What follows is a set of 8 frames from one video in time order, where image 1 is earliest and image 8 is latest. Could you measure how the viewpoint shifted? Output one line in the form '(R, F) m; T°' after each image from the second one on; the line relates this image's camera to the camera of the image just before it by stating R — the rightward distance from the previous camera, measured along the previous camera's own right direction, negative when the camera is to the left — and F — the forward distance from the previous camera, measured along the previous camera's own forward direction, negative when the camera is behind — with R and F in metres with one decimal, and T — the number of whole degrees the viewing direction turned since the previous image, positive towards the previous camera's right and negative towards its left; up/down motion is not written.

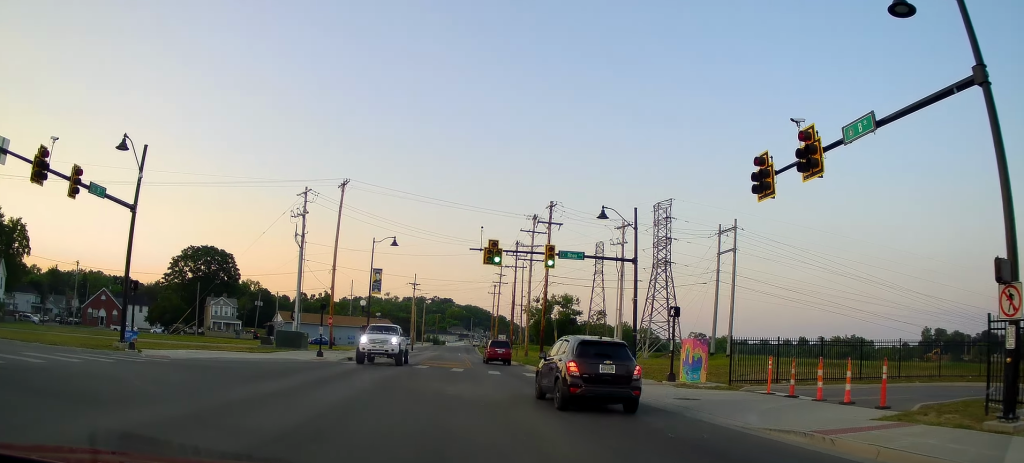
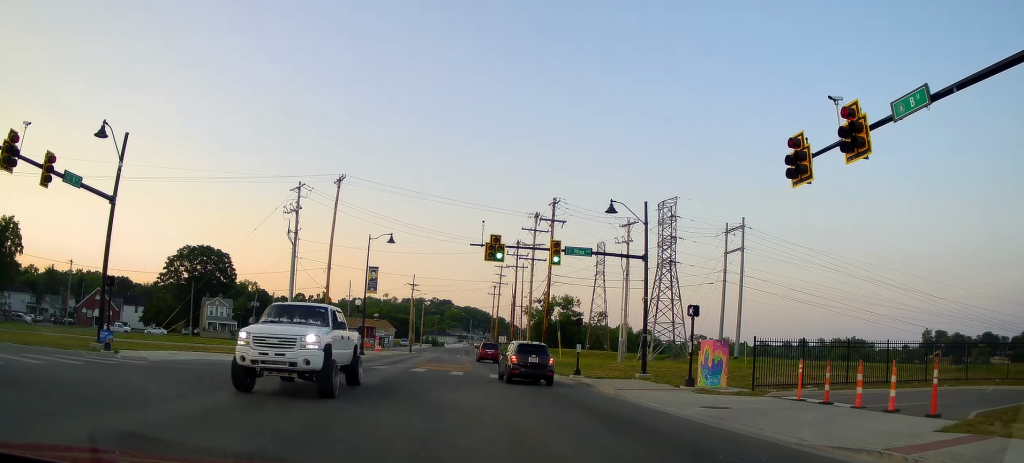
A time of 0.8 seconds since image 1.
(+0.2, +2.6) m; -2°
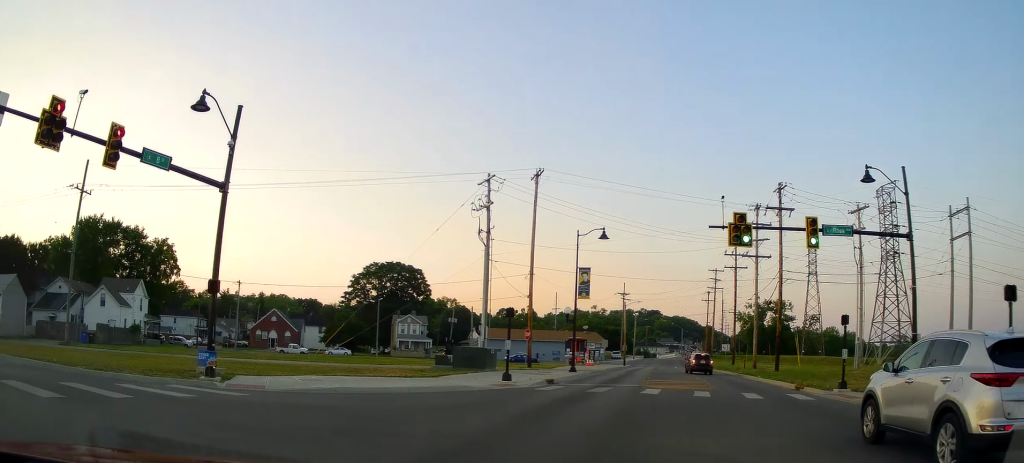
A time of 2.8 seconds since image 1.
(-2.5, +8.0) m; -48°
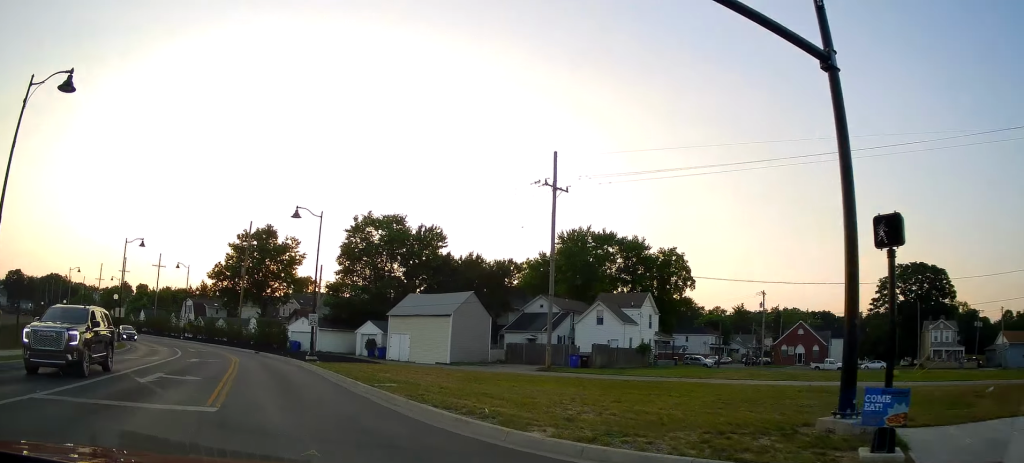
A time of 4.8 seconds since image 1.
(-3.3, +11.6) m; -23°
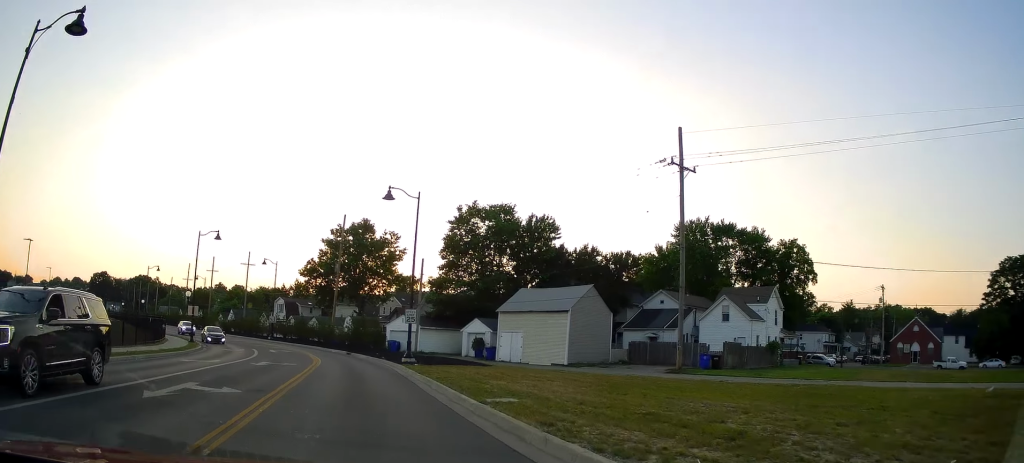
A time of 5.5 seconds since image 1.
(-0.5, +5.3) m; -9°
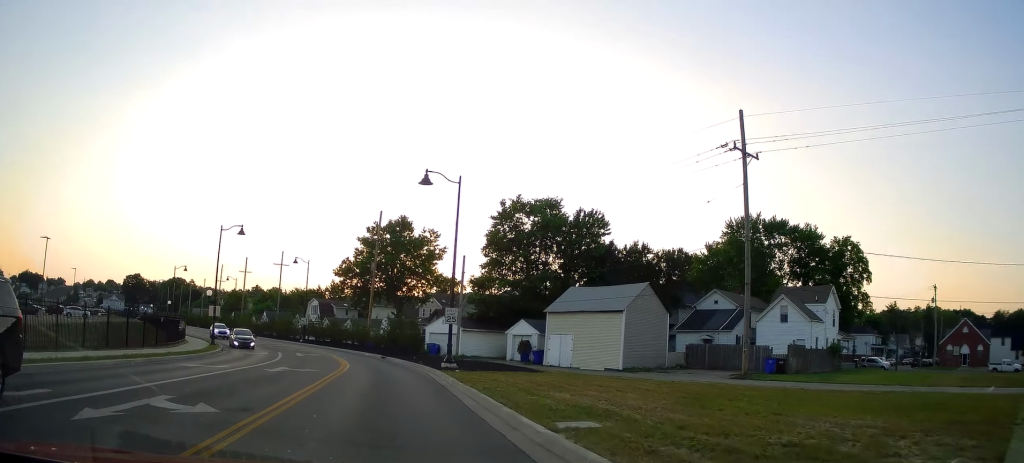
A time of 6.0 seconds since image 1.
(-0.1, +3.7) m; -5°
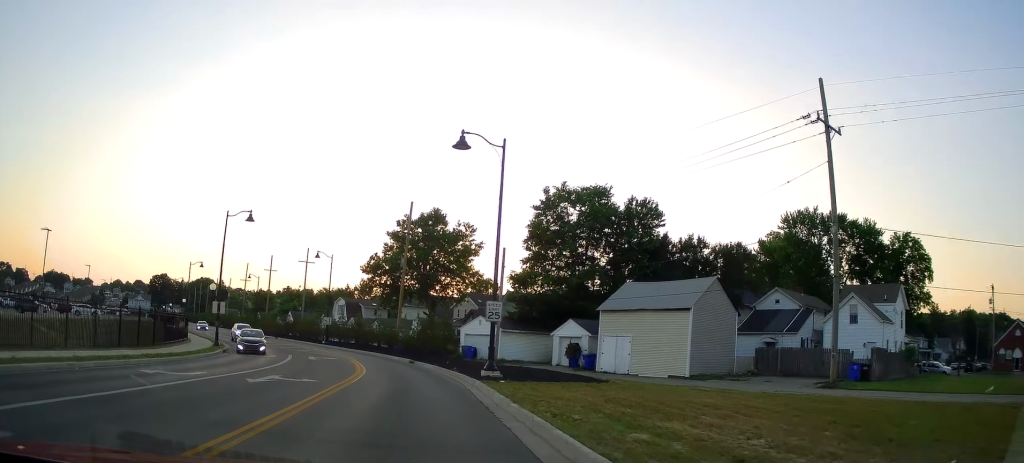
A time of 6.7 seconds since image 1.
(-0.5, +6.1) m; -4°
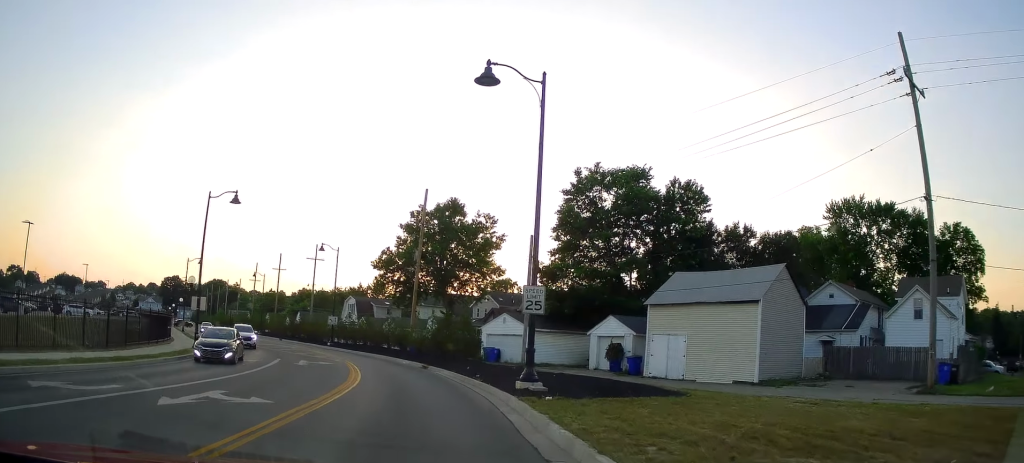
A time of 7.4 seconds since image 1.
(-0.1, +6.5) m; -3°
